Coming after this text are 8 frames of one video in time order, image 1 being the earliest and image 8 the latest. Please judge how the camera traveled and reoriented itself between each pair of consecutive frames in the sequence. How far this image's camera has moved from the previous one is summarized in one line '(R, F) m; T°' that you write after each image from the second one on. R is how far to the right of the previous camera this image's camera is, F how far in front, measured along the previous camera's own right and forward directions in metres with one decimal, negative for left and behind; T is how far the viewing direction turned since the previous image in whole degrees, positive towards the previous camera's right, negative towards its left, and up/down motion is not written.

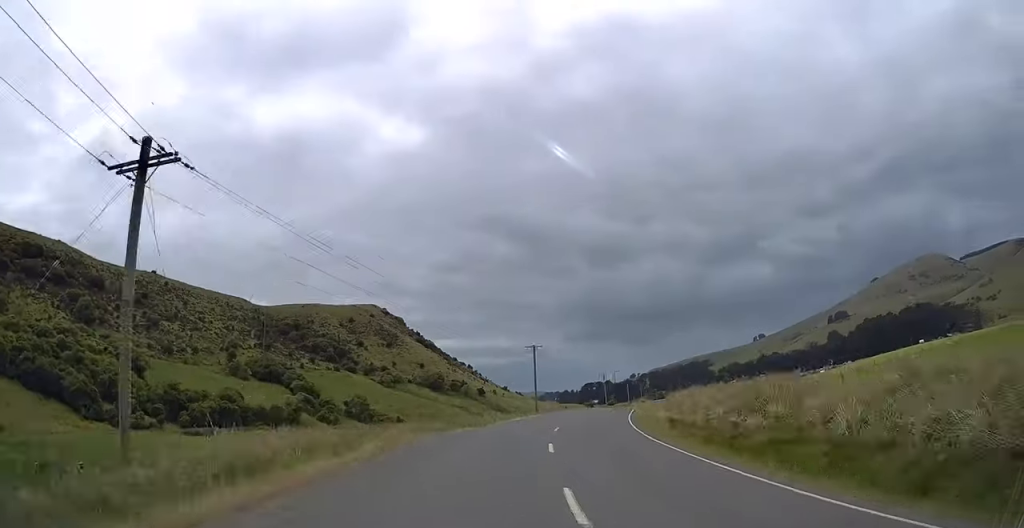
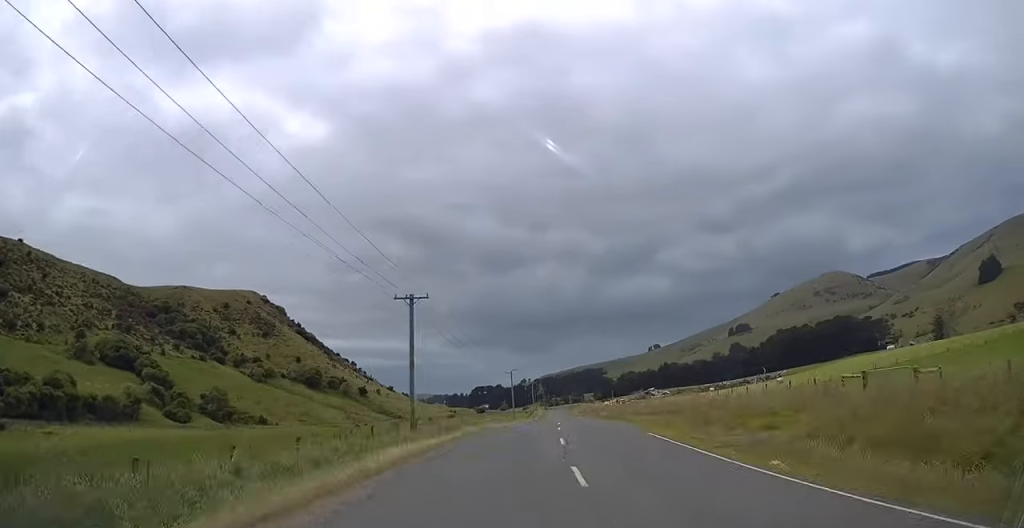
(-0.1, +37.3) m; +5°
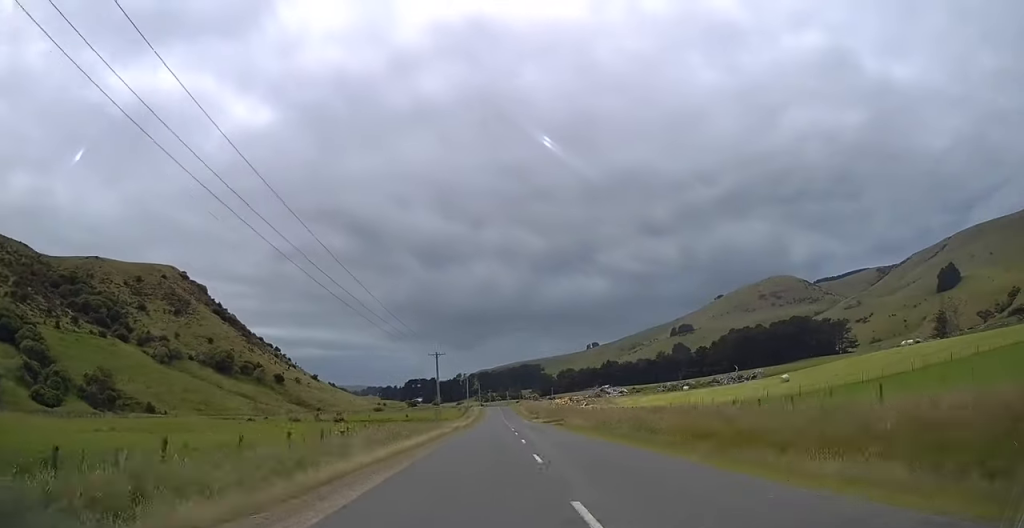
(+3.2, +34.7) m; +2°
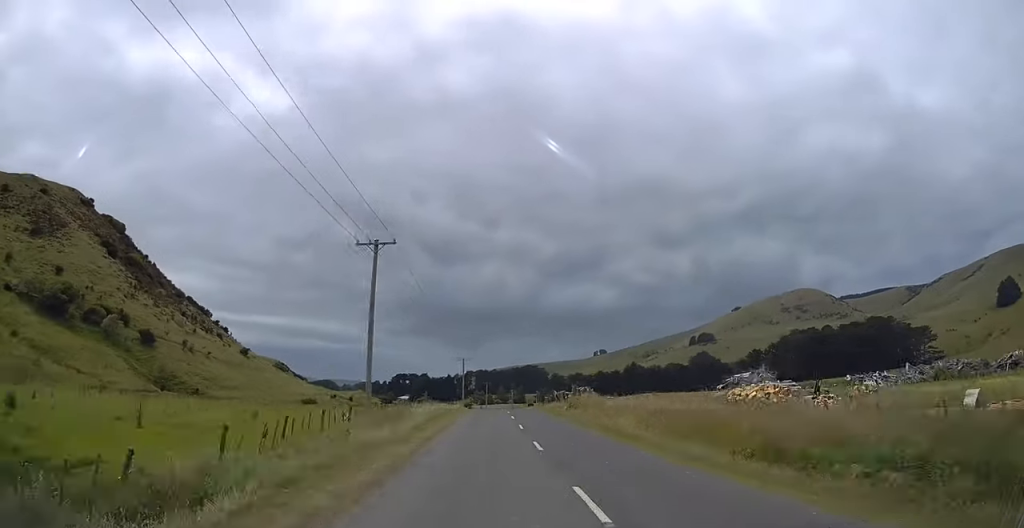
(+5.1, +115.3) m; +3°
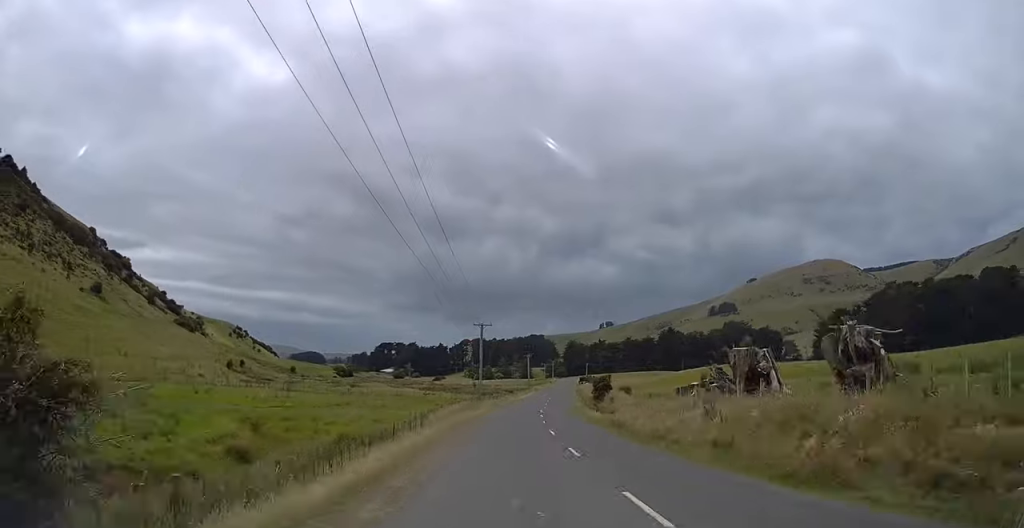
(+1.5, +118.4) m; +2°
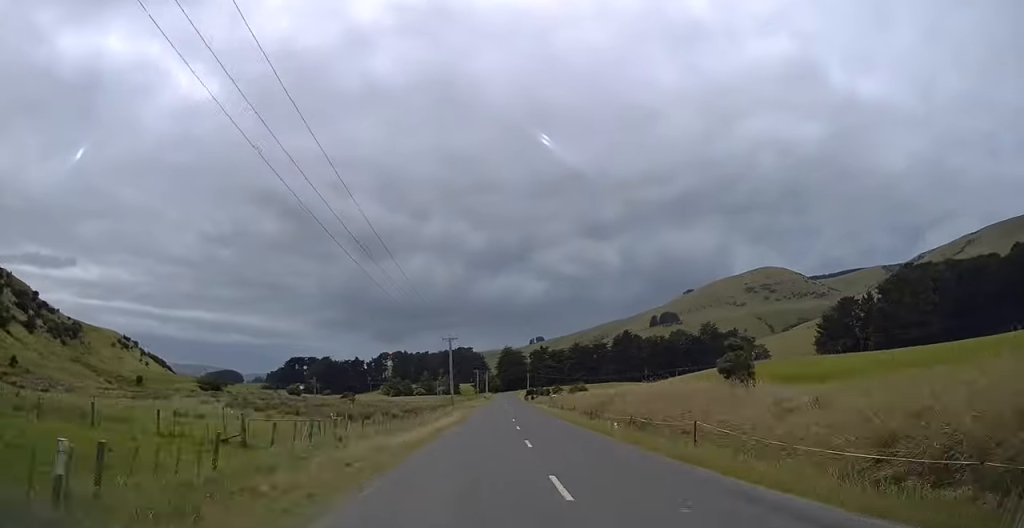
(+1.4, +77.0) m; +3°
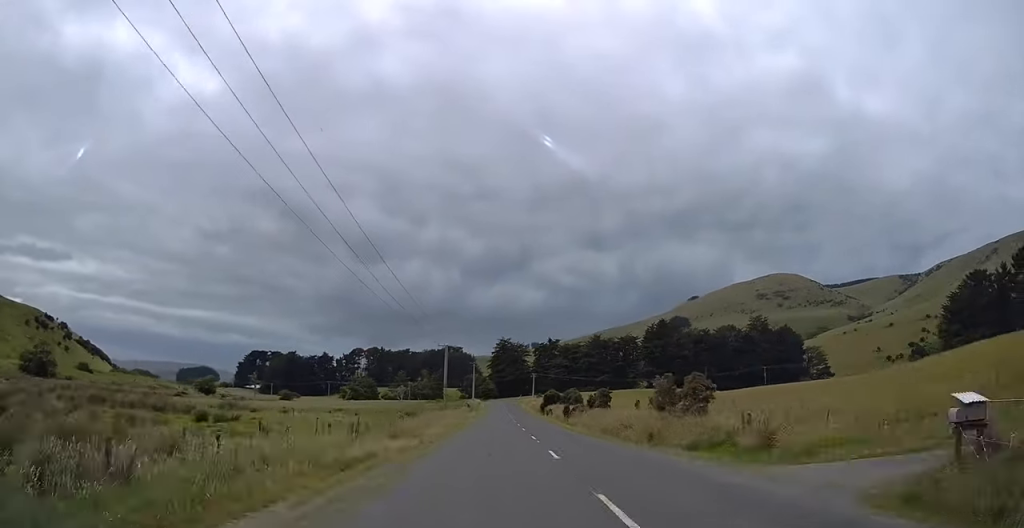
(+2.8, +90.5) m; +2°
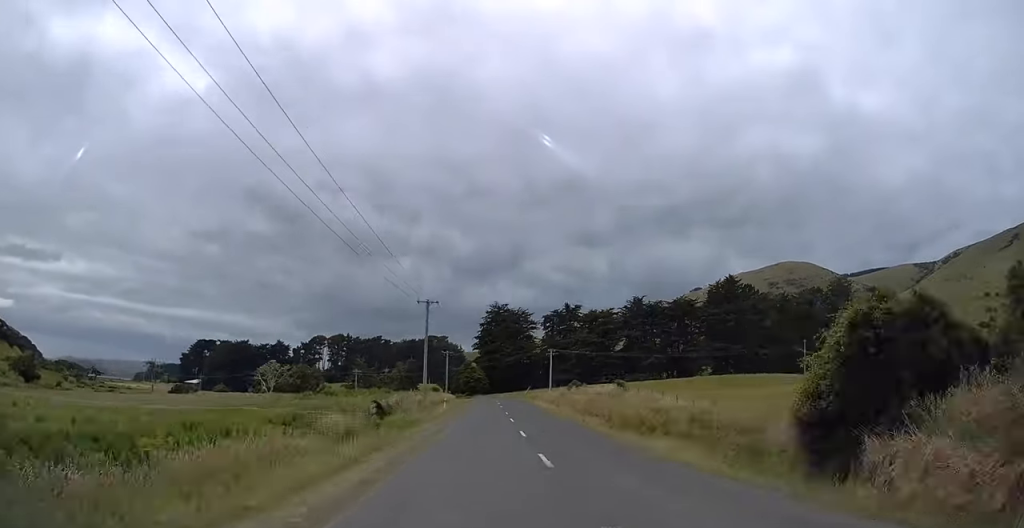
(+0.6, +91.5) m; 0°
